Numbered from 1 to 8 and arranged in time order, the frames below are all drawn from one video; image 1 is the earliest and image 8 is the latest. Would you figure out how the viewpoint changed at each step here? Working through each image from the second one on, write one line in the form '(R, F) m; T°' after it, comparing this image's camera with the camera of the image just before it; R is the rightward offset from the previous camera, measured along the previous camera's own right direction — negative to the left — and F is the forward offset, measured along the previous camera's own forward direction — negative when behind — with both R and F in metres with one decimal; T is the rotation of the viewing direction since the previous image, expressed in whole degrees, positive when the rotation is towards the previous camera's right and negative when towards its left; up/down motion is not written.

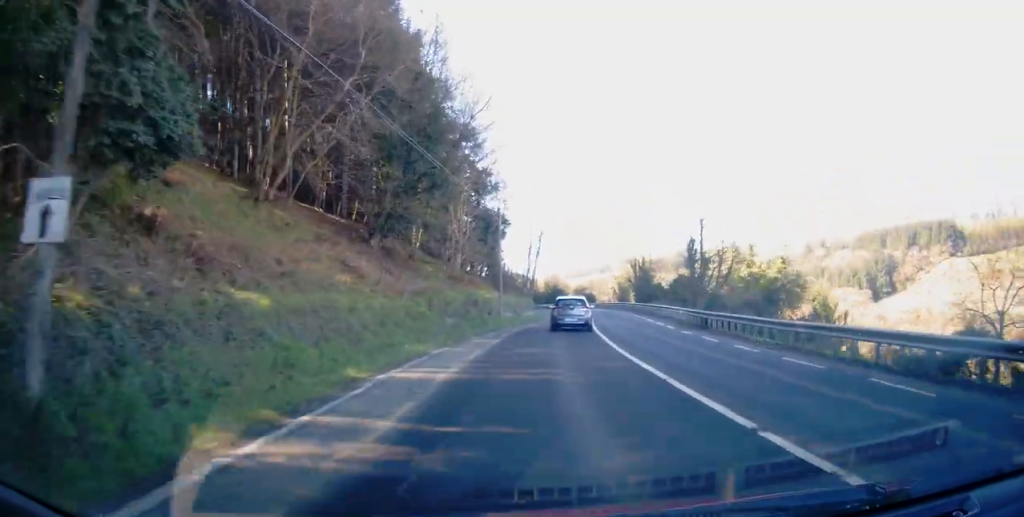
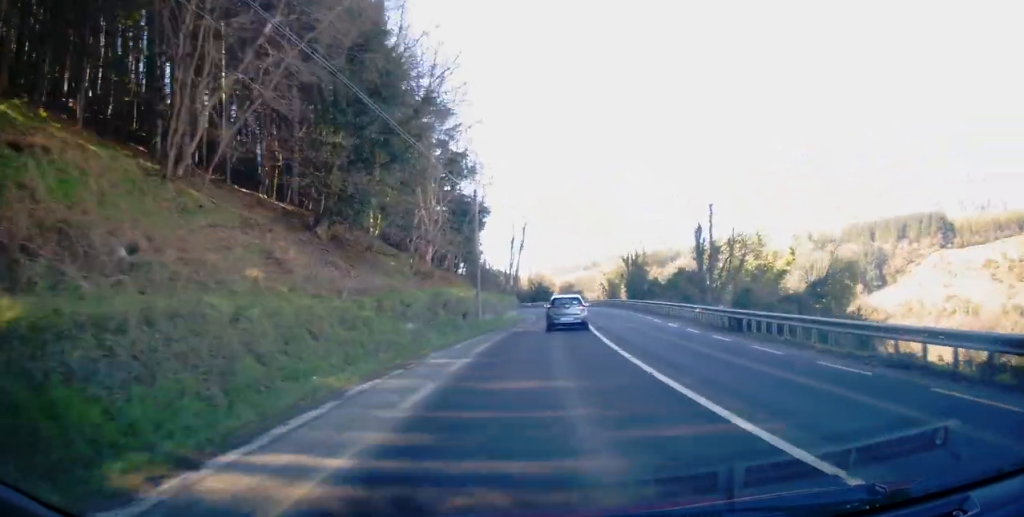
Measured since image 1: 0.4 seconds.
(+0.1, +6.3) m; +1°
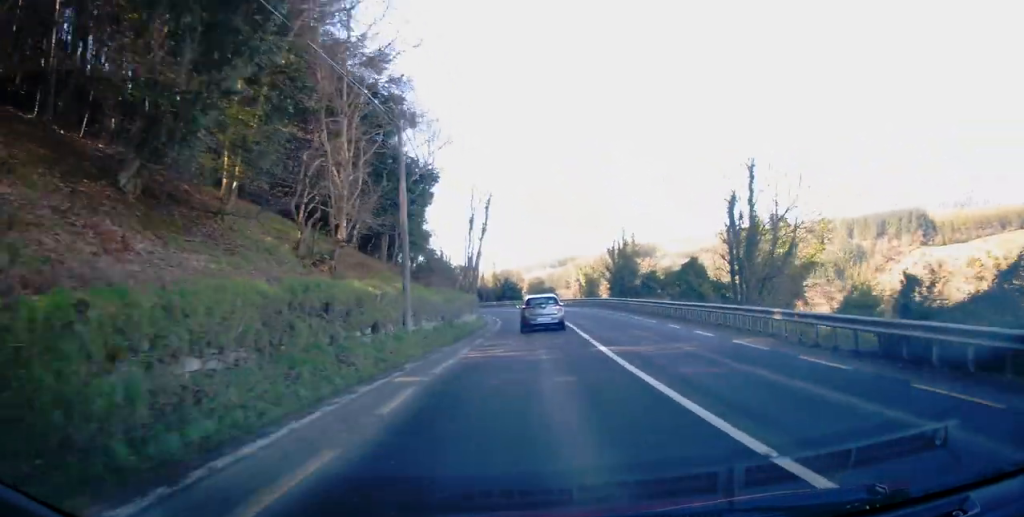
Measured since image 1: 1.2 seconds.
(+0.1, +12.1) m; +1°
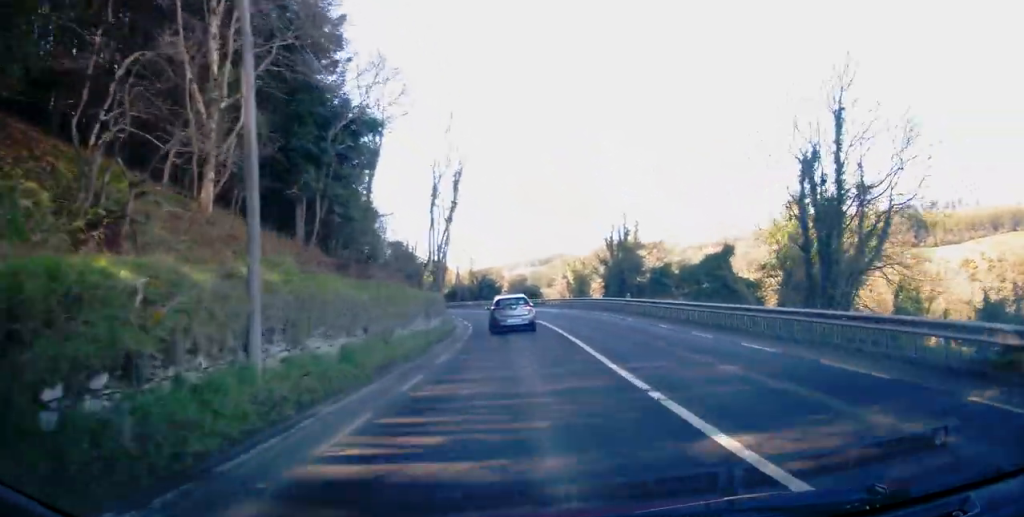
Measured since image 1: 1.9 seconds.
(+0.1, +9.8) m; +1°
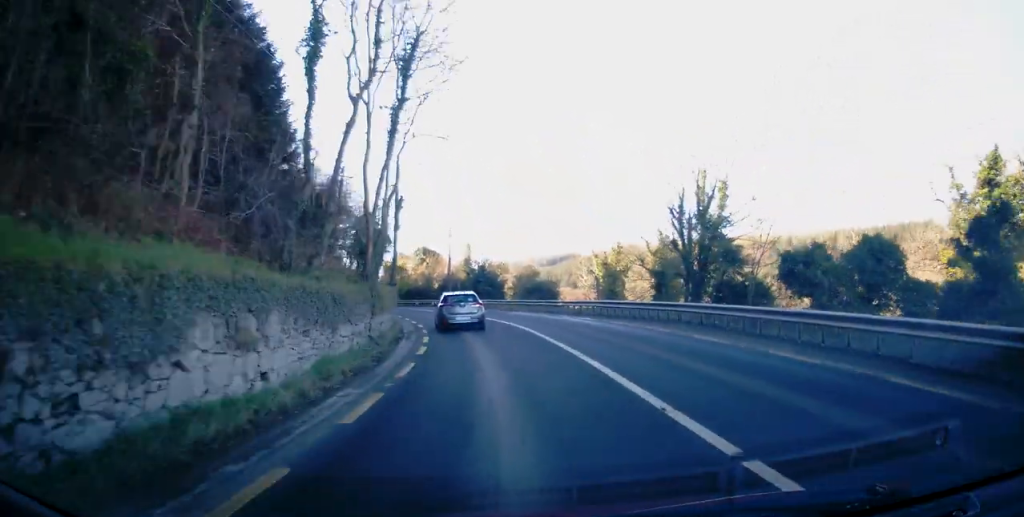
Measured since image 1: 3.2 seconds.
(+0.7, +18.5) m; +1°
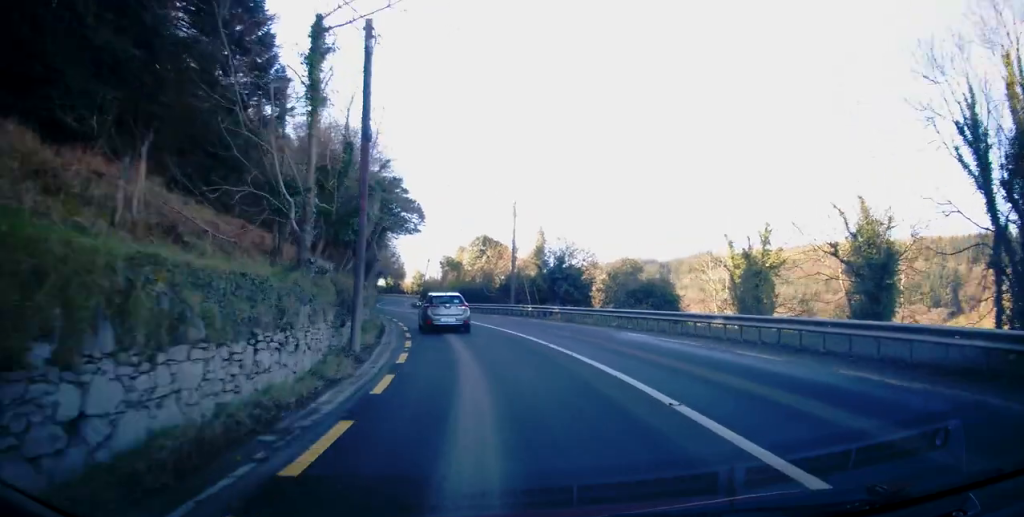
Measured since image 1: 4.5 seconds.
(-0.6, +18.0) m; -7°
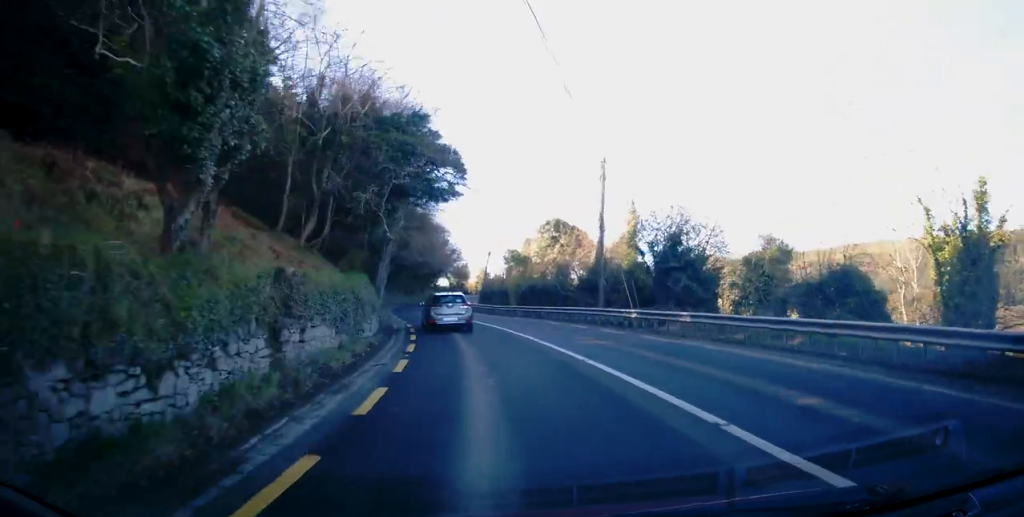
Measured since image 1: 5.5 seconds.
(-0.9, +13.3) m; -5°
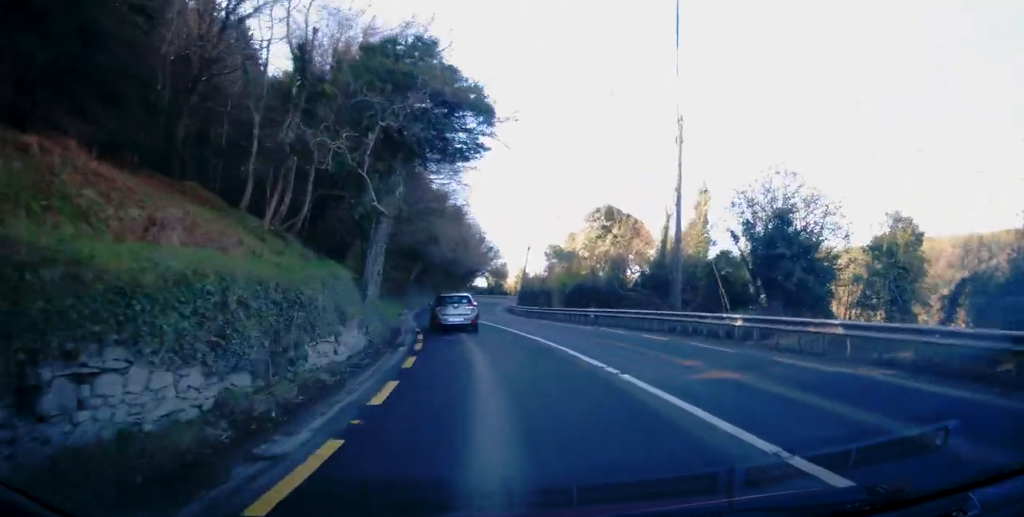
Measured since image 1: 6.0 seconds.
(-0.1, +7.3) m; -2°
